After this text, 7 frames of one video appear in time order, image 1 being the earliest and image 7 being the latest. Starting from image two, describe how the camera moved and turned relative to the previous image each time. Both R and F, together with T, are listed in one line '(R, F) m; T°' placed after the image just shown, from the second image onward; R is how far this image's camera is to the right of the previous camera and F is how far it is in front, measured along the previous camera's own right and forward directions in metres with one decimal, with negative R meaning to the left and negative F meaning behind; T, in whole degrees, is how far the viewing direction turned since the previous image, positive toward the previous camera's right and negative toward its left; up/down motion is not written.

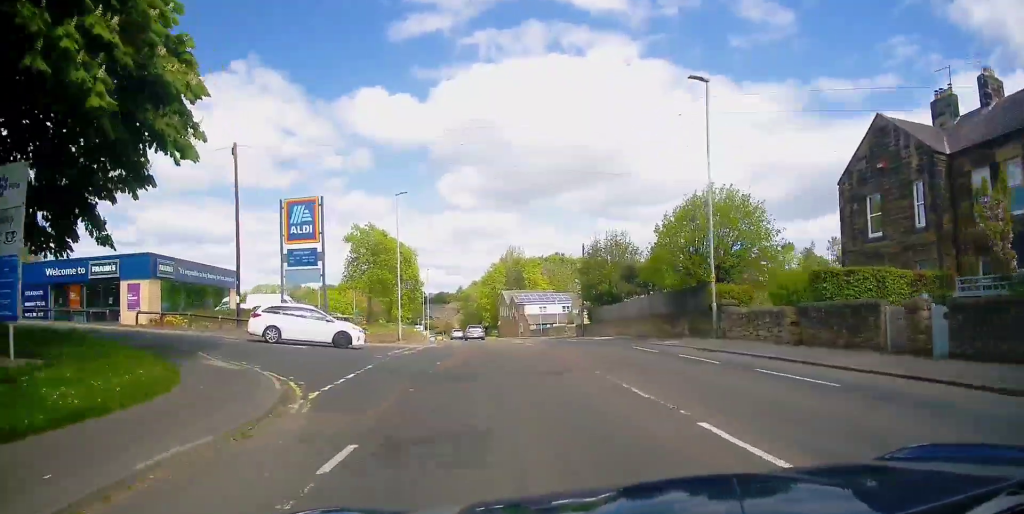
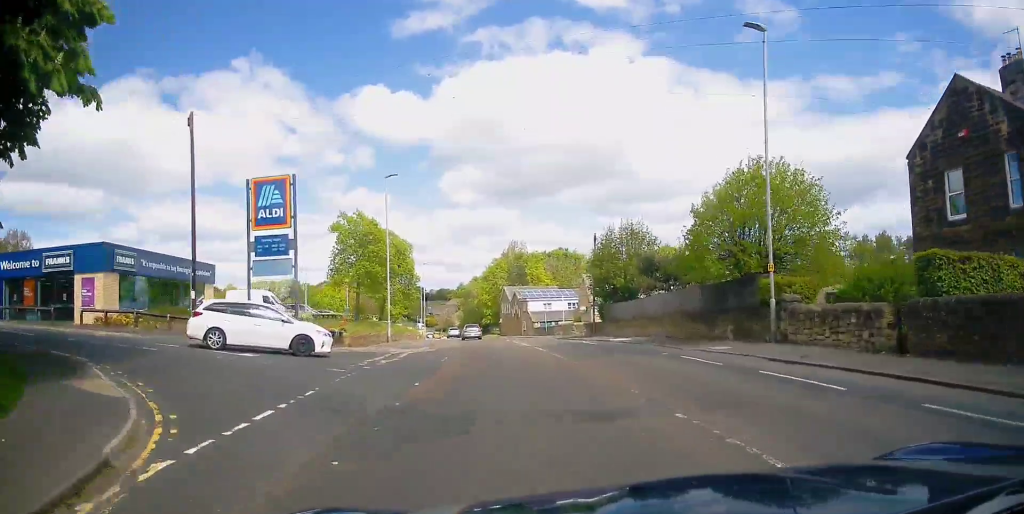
(0.0, +5.1) m; 0°
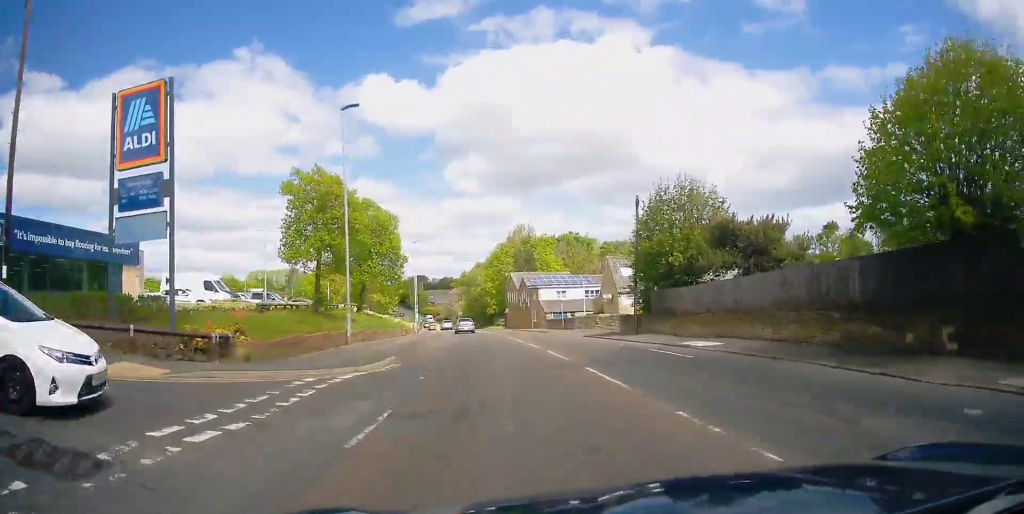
(0.0, +11.8) m; 0°
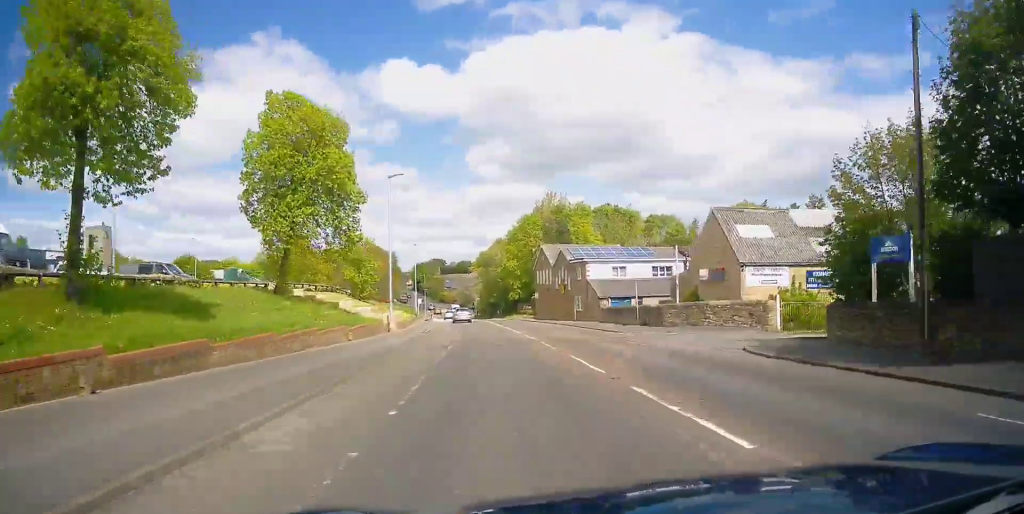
(-0.6, +22.5) m; -3°
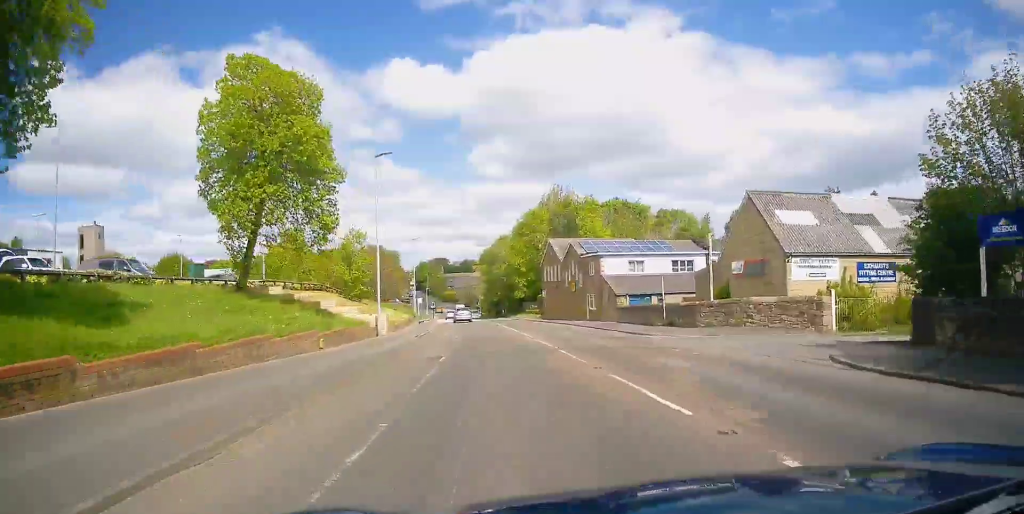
(0.0, +4.5) m; 0°
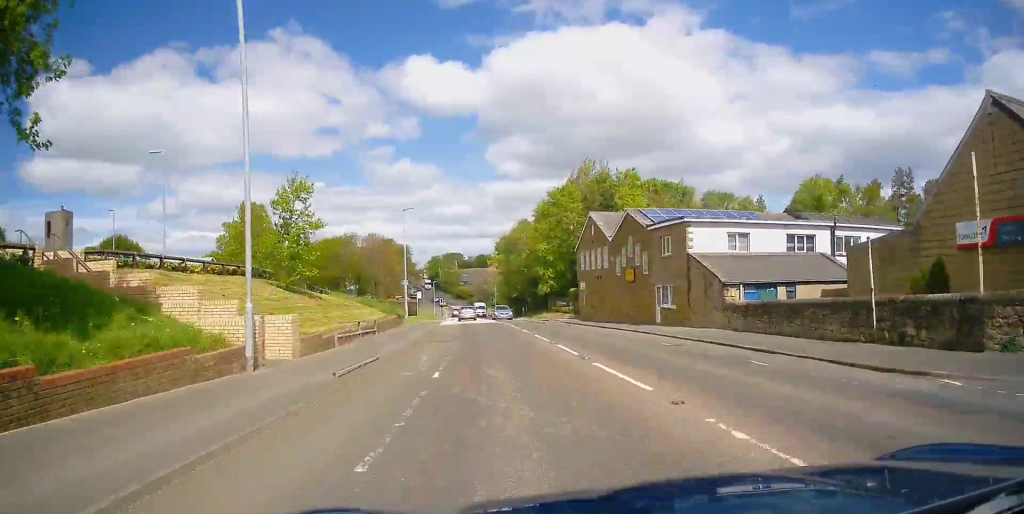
(0.0, +16.2) m; 0°
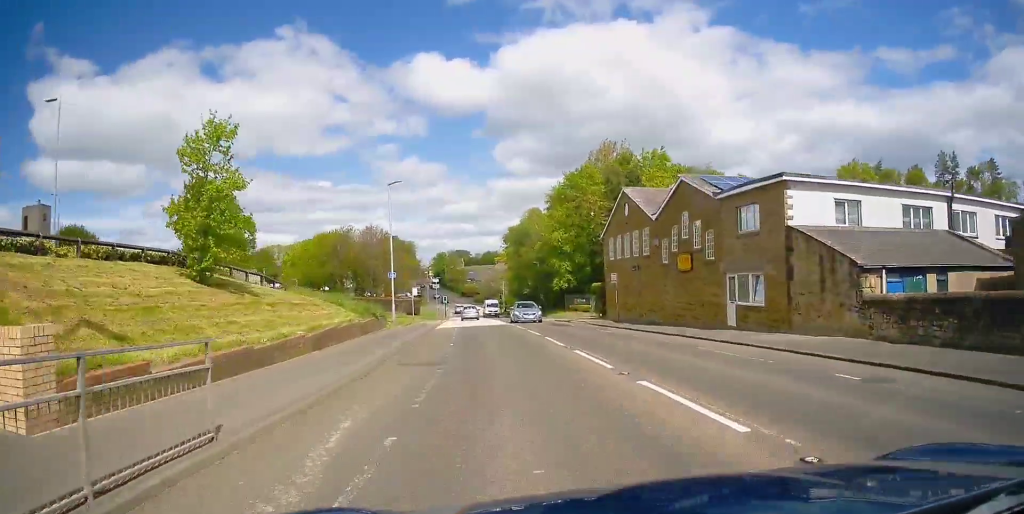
(0.0, +9.0) m; -1°
